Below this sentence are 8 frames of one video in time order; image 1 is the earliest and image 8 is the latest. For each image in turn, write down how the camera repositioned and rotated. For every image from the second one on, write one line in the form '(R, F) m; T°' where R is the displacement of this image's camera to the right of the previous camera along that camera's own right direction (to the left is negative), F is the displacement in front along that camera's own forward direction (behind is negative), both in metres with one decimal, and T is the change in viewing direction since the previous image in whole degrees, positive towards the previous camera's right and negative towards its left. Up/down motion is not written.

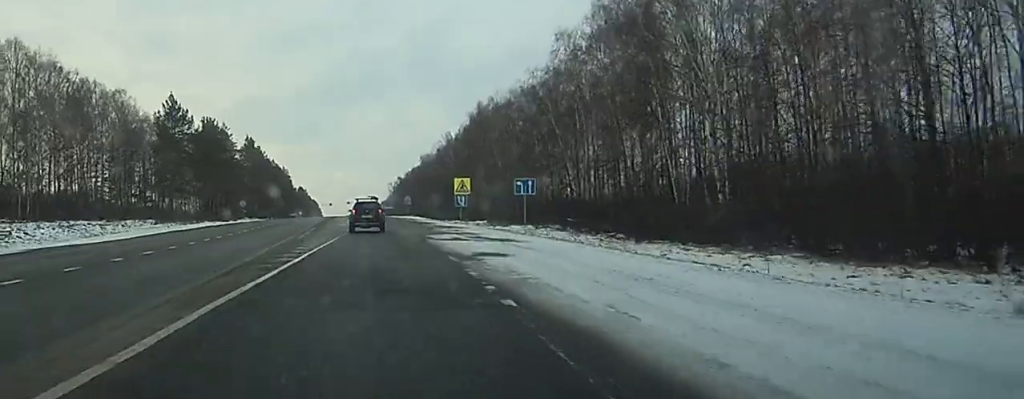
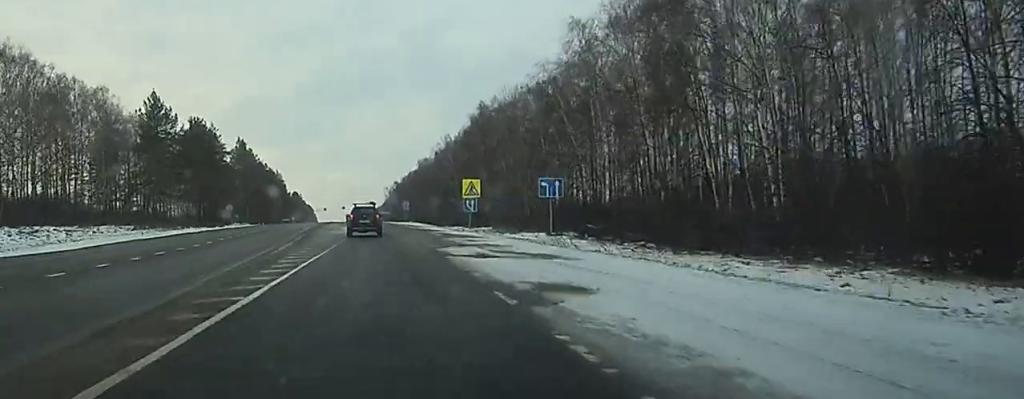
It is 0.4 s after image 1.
(0.0, +7.8) m; +2°
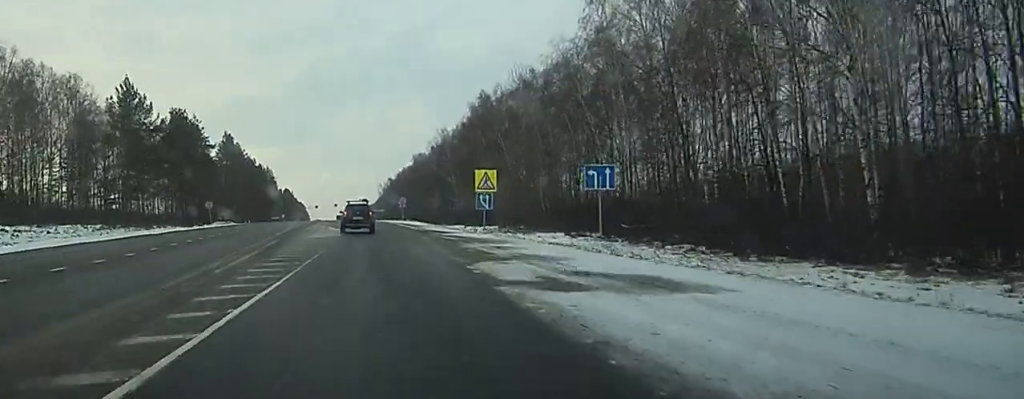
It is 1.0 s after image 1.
(-0.2, +9.5) m; +2°
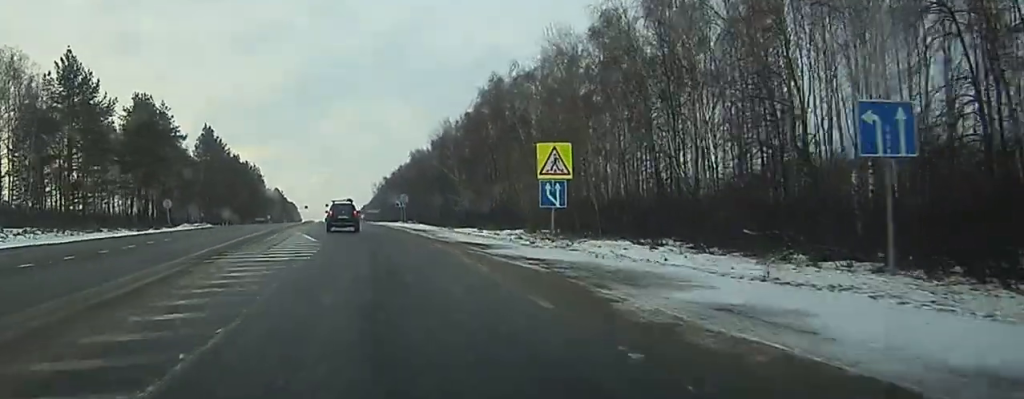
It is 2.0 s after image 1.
(+1.1, +12.4) m; -3°
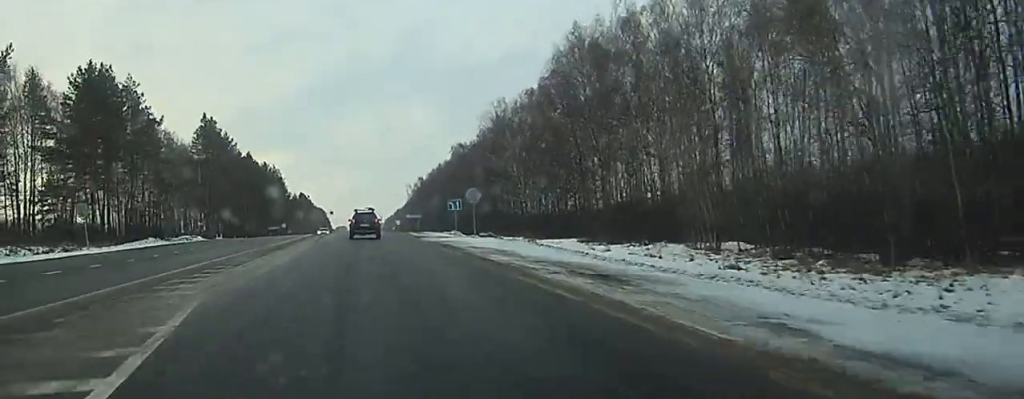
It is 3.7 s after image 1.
(-2.1, +37.5) m; -1°
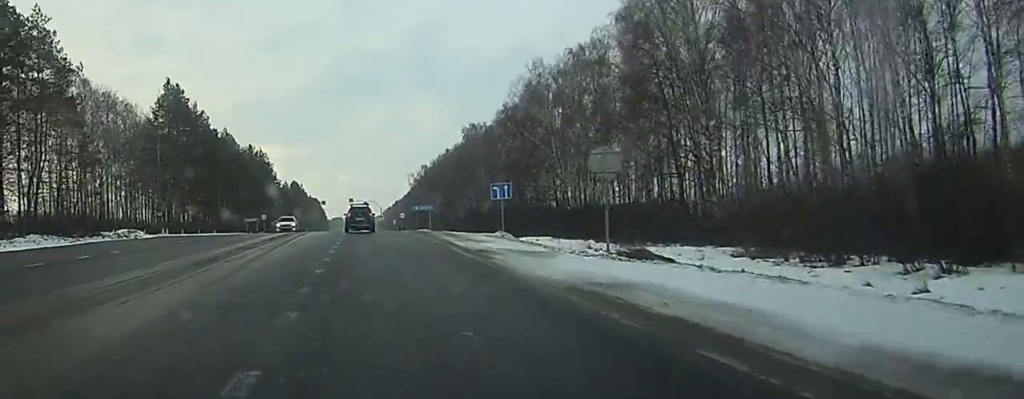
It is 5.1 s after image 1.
(+0.4, +34.4) m; 0°
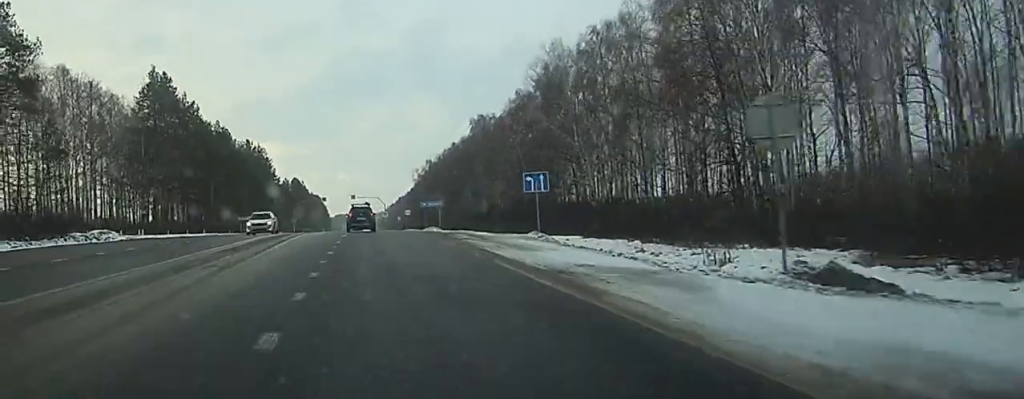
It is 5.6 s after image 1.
(-0.1, +11.4) m; 0°
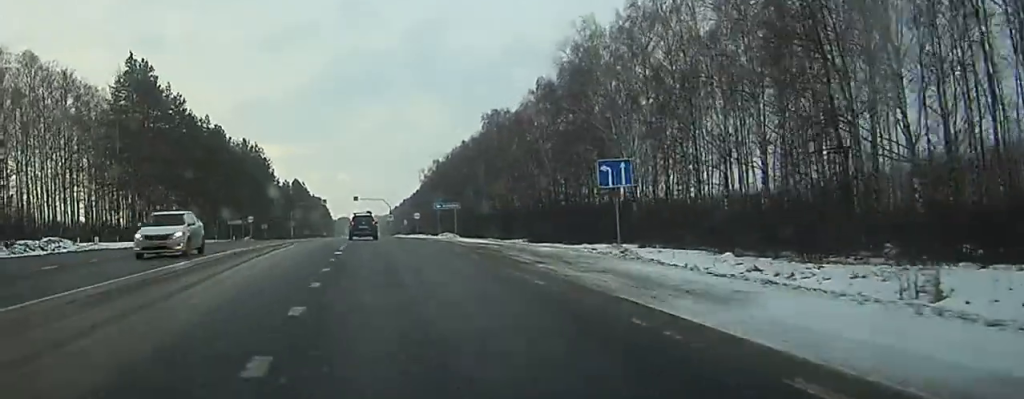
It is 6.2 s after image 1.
(0.0, +14.3) m; 0°
